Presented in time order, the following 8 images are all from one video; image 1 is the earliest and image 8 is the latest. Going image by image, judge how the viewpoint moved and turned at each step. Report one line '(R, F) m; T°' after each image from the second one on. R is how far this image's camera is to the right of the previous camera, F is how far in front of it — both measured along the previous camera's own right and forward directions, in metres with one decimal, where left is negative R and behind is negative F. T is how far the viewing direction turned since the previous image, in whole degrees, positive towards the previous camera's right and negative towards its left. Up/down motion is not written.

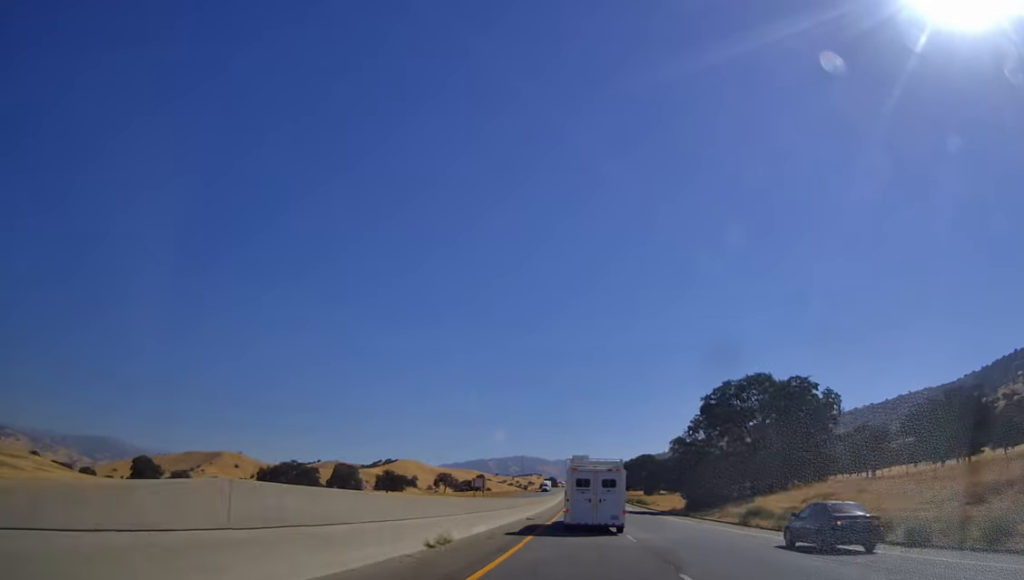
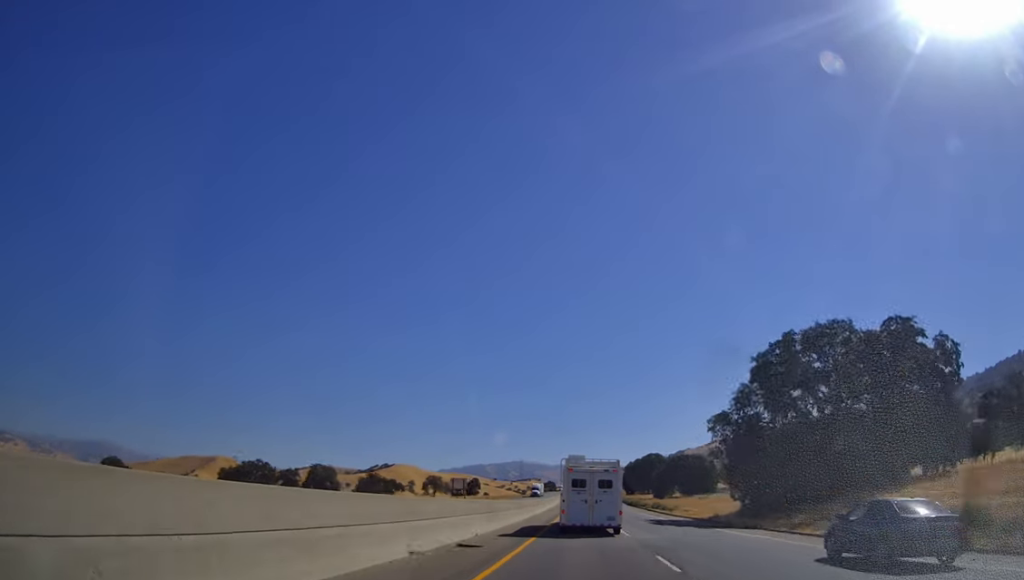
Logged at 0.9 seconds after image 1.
(0.0, +24.4) m; 0°
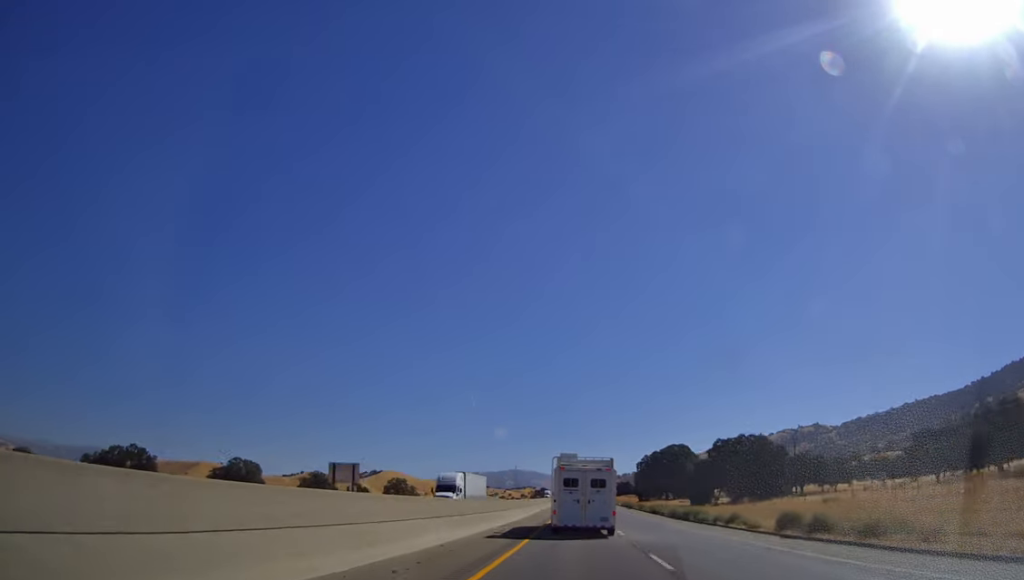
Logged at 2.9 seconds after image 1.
(+0.1, +57.5) m; 0°
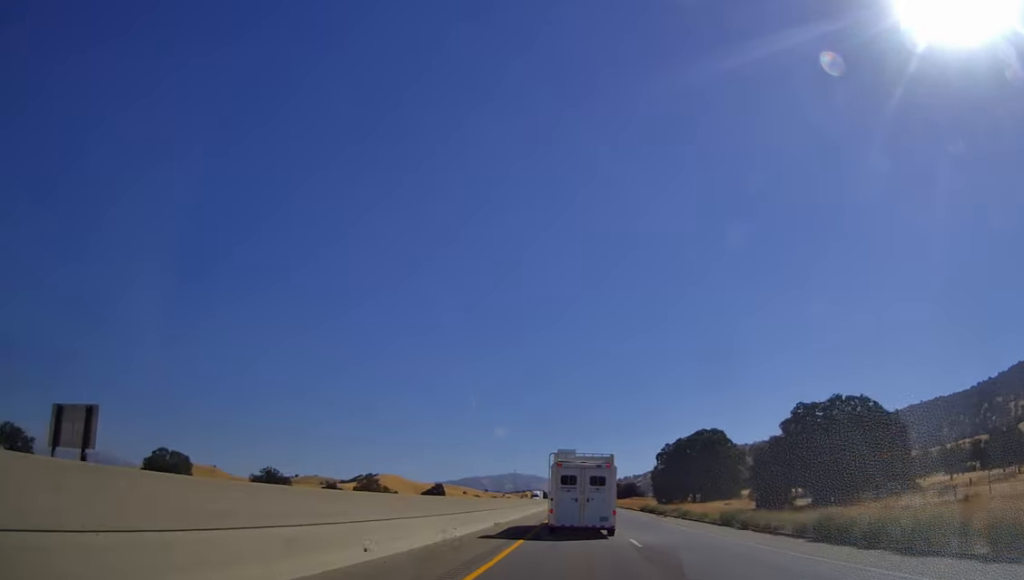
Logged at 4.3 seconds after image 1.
(-0.1, +36.6) m; 0°
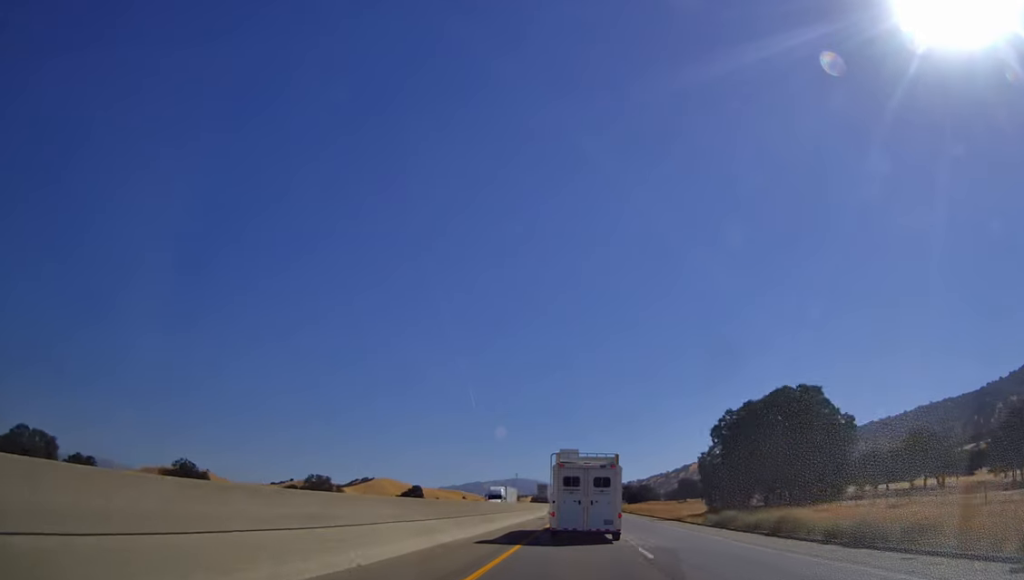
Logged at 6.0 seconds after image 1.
(+0.4, +46.7) m; 0°
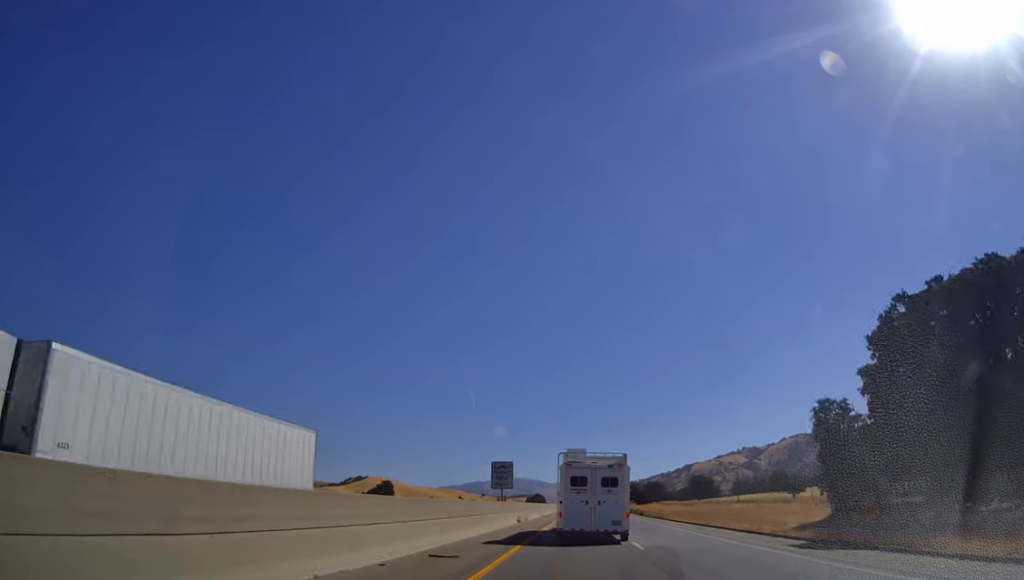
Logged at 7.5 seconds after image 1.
(-0.1, +40.7) m; 0°
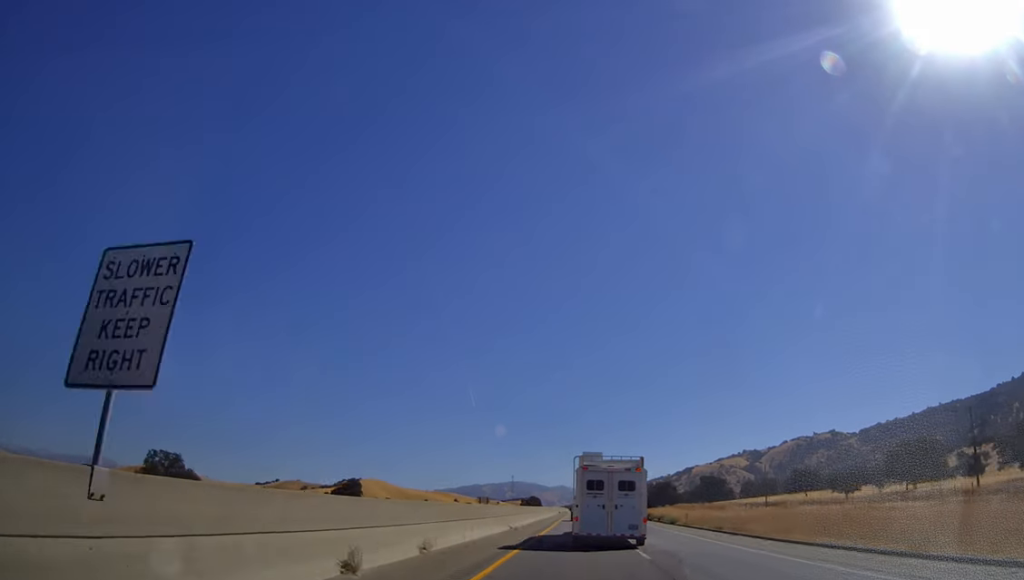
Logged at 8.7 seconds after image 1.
(-0.2, +31.7) m; 0°
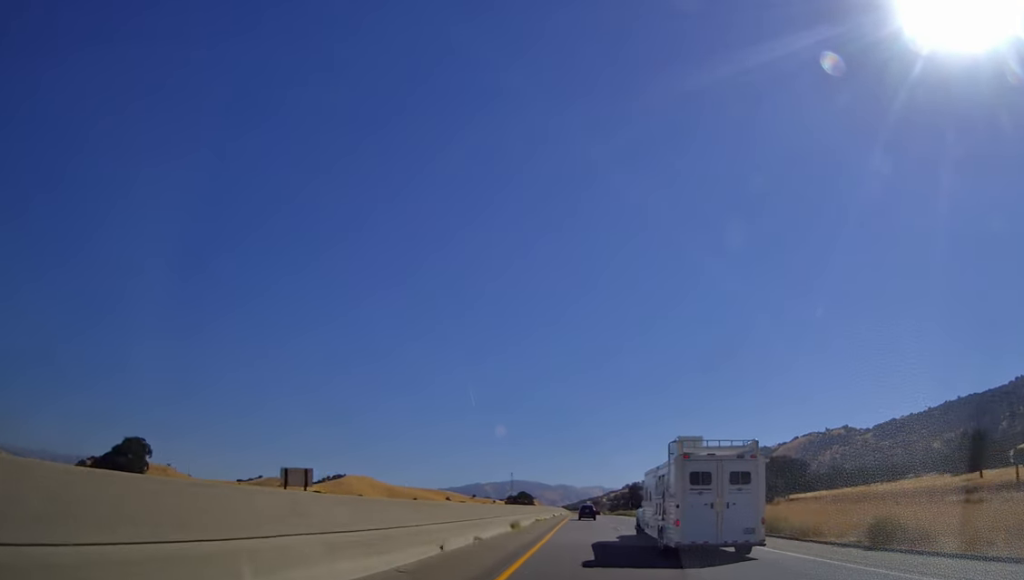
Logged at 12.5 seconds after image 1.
(-0.2, +98.7) m; -1°
